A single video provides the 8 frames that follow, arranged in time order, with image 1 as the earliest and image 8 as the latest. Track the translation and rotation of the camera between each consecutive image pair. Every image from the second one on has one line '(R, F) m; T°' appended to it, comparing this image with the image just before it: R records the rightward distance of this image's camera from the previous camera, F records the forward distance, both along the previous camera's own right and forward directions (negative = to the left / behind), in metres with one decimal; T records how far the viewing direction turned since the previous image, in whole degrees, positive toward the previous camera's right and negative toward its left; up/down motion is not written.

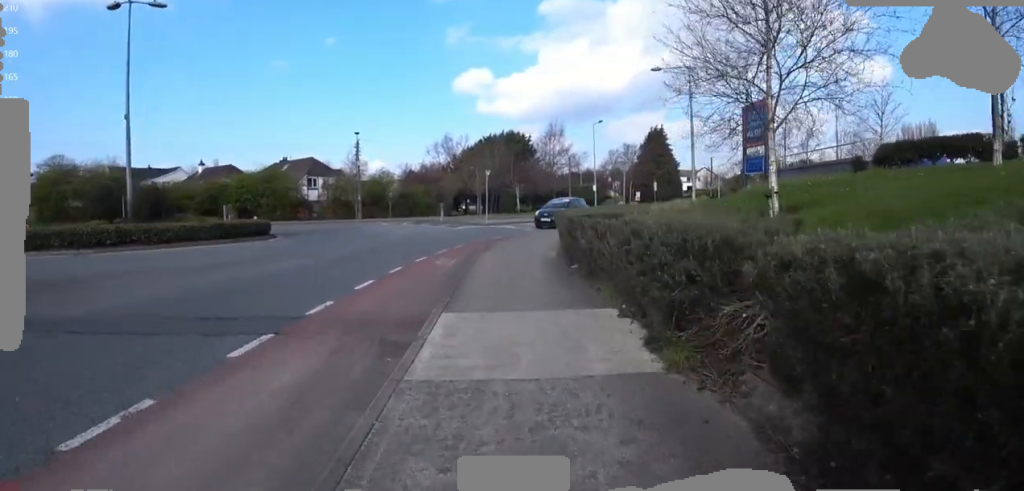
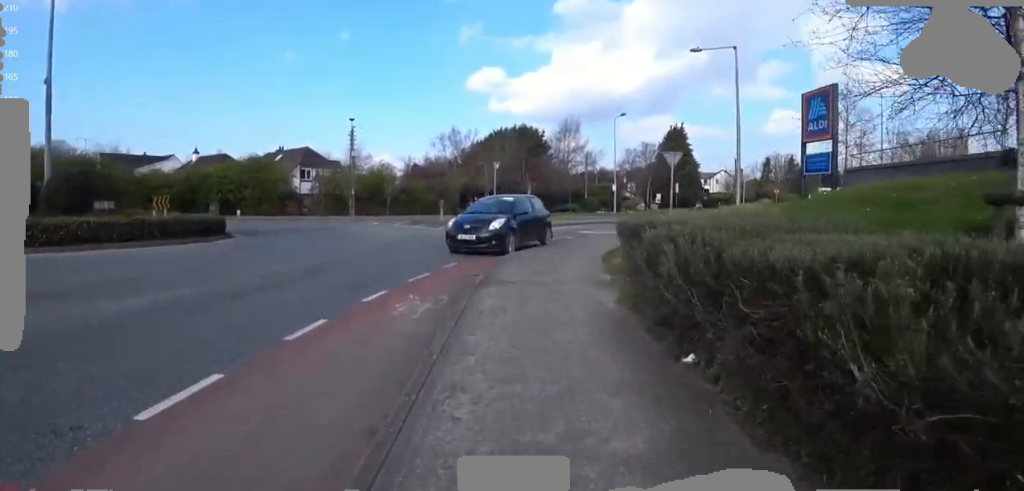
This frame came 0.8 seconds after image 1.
(0.0, +4.5) m; +1°
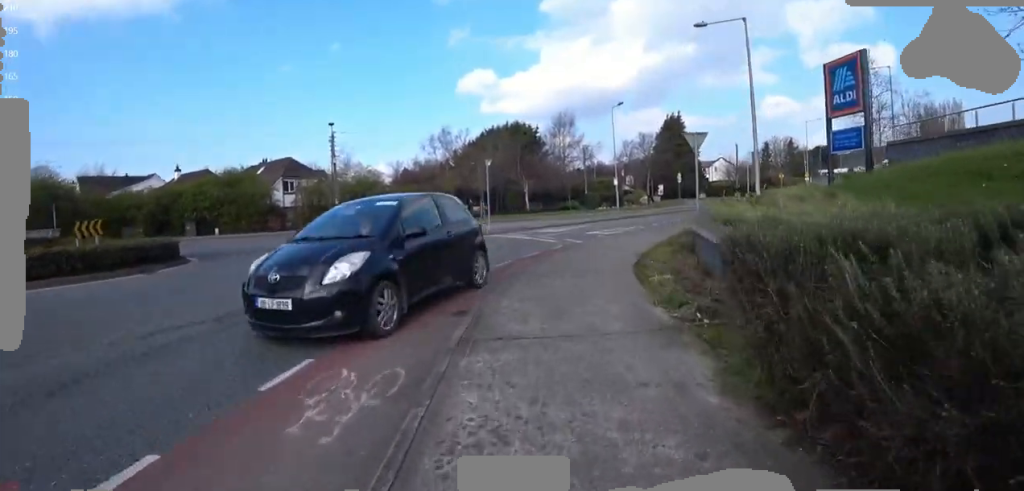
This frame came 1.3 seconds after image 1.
(0.0, +2.6) m; +2°
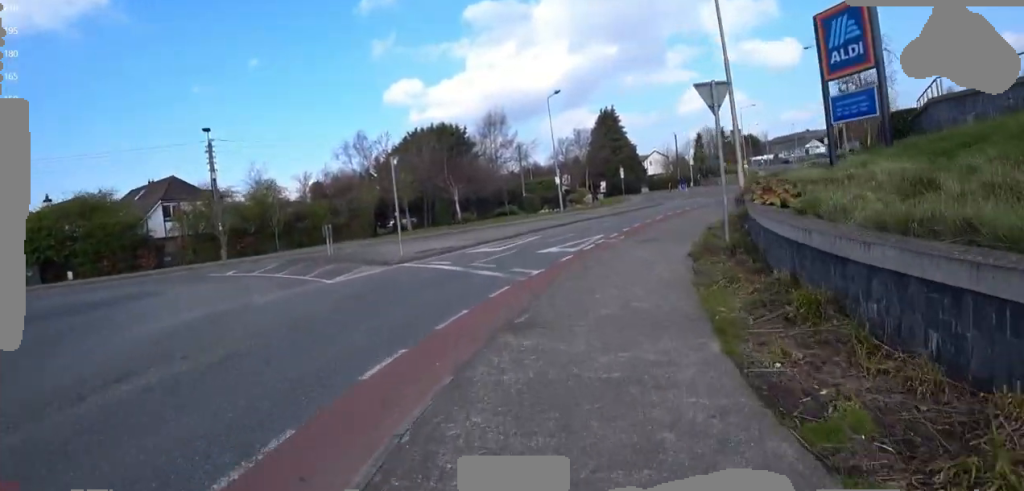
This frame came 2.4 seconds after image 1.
(+0.3, +5.1) m; +15°
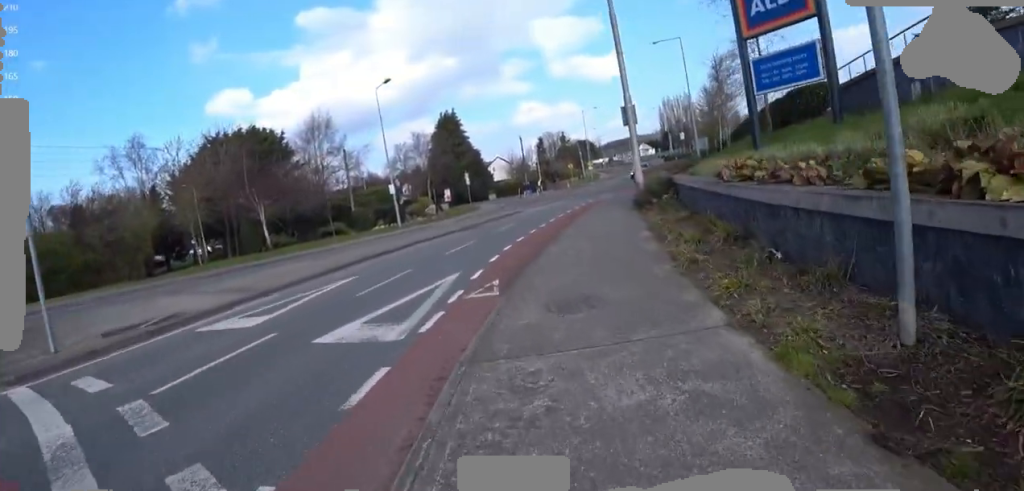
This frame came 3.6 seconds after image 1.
(+1.1, +4.5) m; +21°
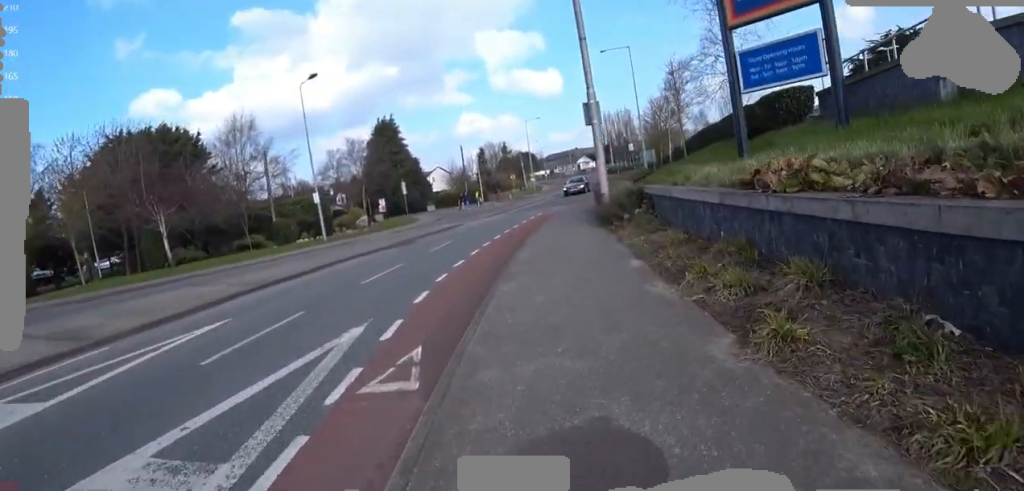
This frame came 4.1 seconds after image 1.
(0.0, +2.1) m; -1°
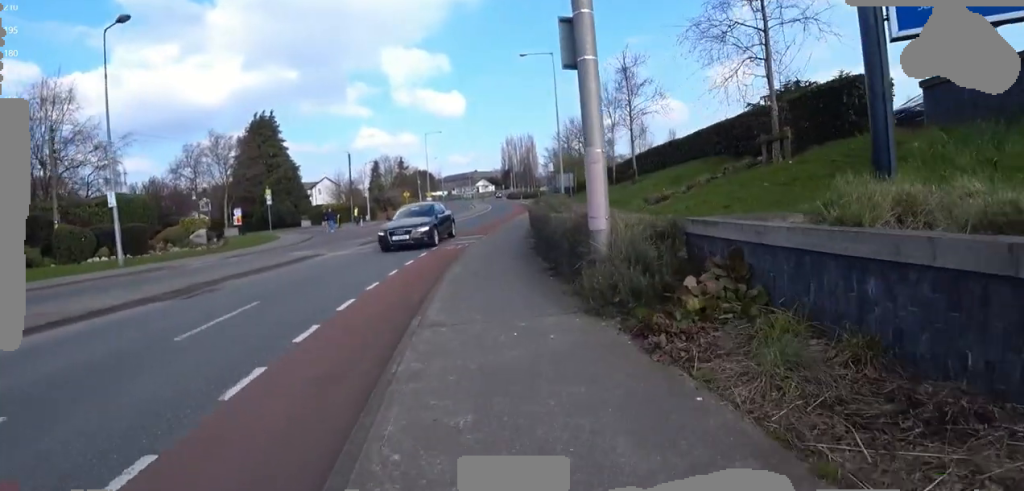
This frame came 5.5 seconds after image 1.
(-0.2, +6.7) m; +2°
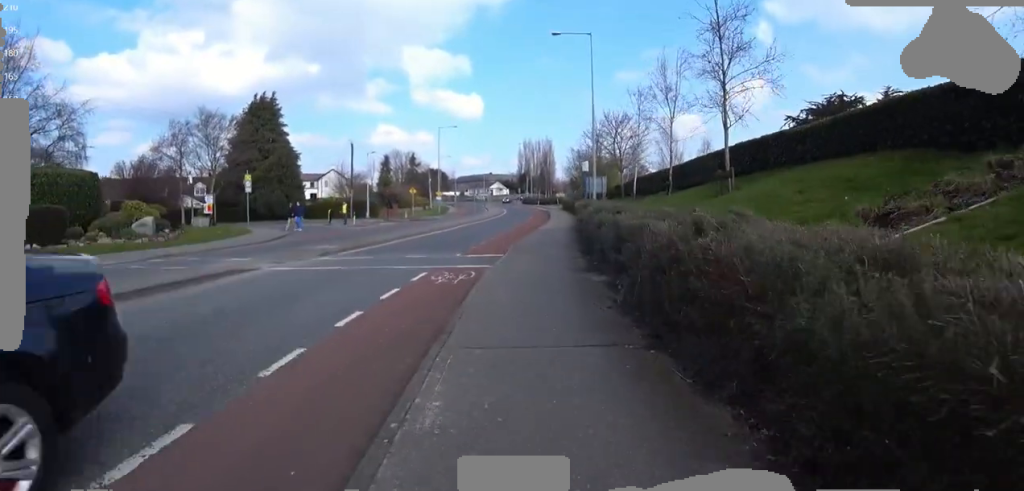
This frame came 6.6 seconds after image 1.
(+0.5, +5.7) m; +9°
